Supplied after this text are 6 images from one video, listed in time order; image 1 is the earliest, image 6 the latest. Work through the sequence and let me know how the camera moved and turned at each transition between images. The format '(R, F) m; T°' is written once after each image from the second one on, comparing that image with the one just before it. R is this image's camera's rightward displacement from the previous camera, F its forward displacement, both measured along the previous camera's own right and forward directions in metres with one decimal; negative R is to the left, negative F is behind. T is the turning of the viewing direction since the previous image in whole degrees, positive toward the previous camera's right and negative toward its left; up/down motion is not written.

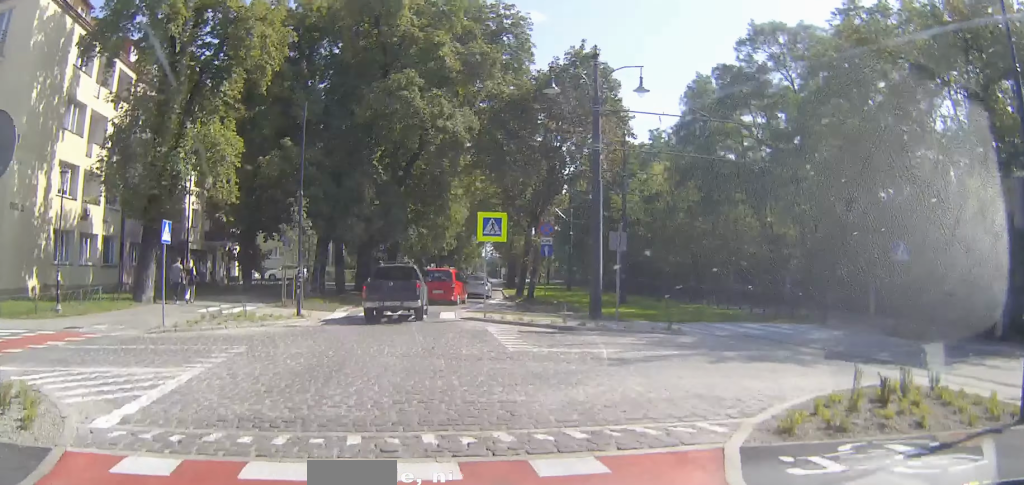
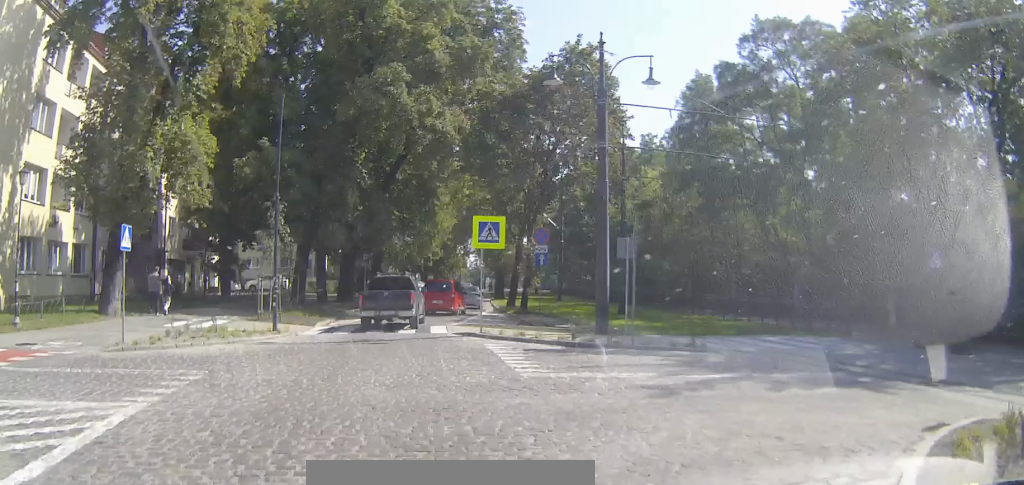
(0.0, +2.3) m; 0°
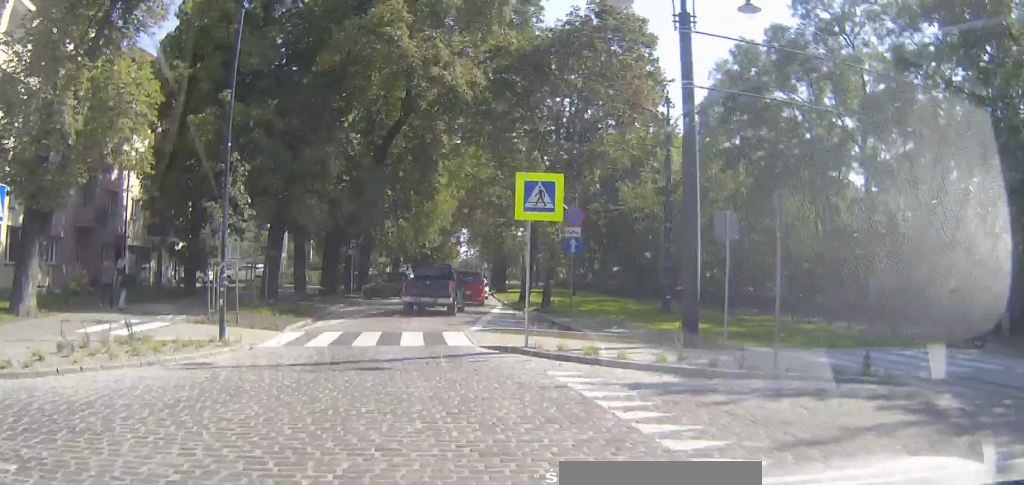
(0.0, +8.1) m; 0°
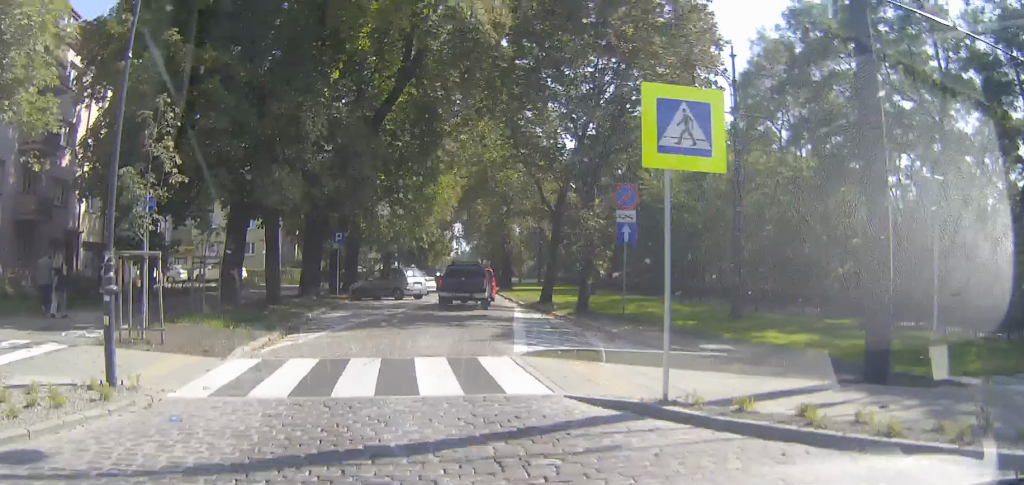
(0.0, +6.6) m; 0°
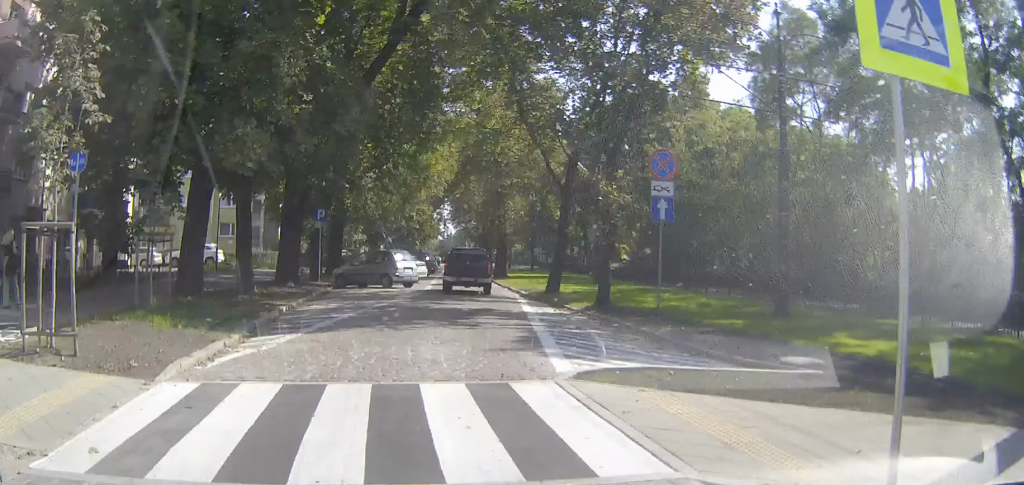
(0.0, +3.7) m; 0°
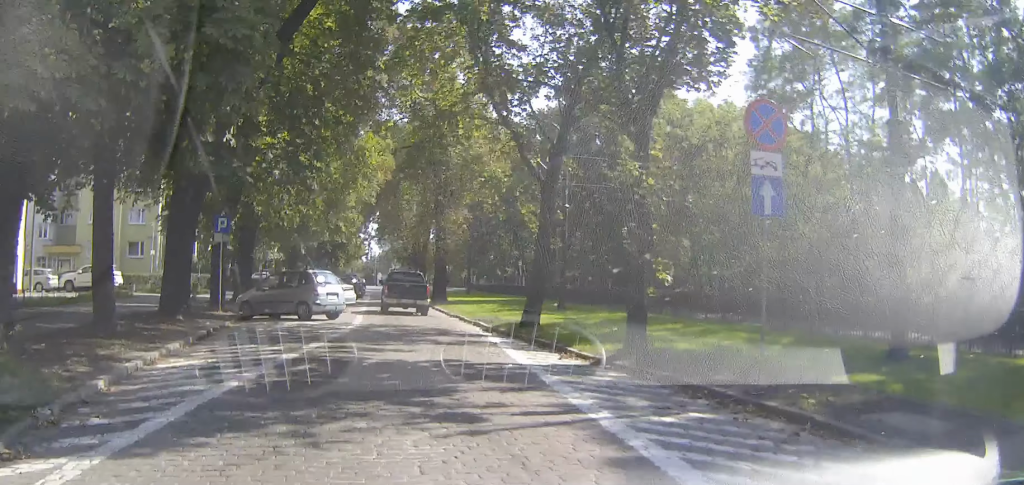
(0.0, +8.7) m; 0°
